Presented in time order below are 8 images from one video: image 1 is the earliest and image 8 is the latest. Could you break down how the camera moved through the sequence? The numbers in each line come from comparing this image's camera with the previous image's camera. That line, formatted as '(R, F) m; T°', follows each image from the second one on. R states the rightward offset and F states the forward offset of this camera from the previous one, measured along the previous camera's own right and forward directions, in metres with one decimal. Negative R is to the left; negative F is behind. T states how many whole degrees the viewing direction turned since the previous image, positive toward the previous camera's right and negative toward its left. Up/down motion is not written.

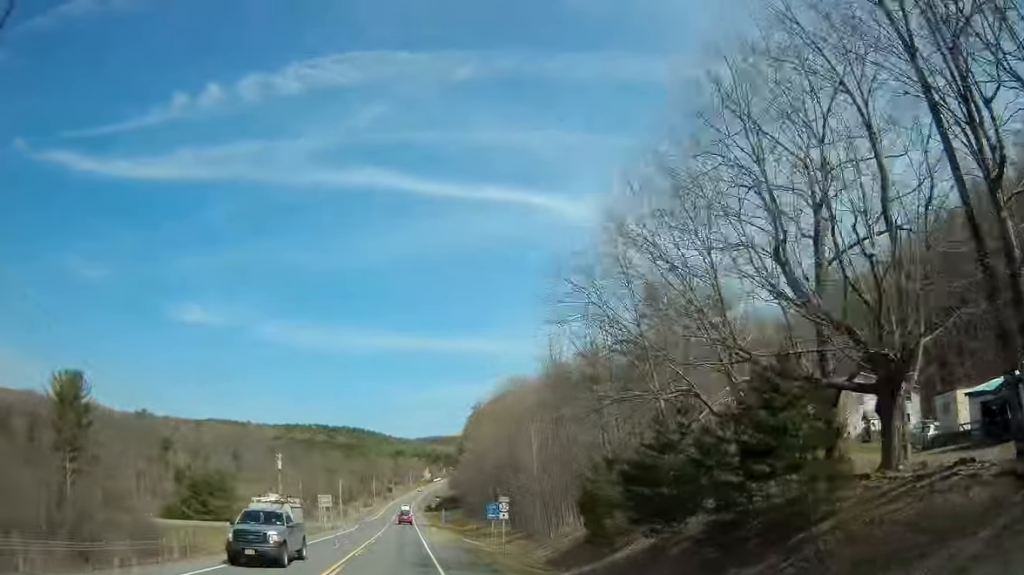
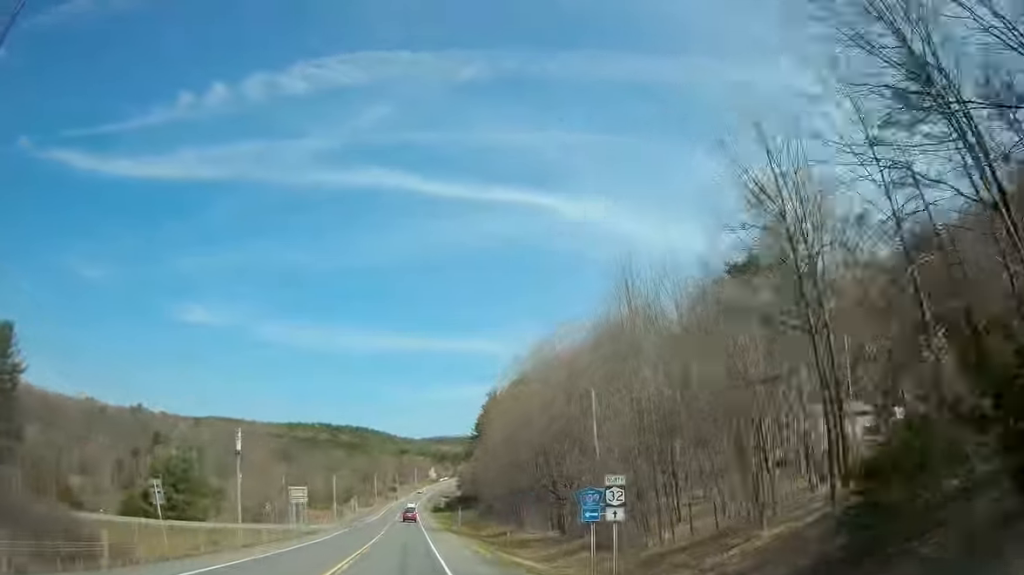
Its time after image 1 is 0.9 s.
(0.0, +20.0) m; 0°
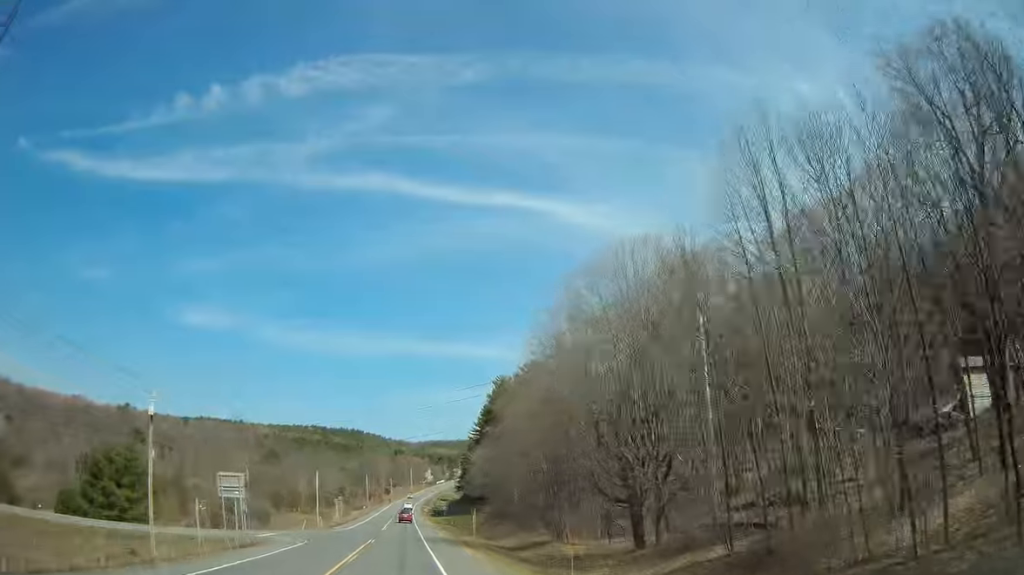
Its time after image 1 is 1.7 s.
(0.0, +18.6) m; 0°
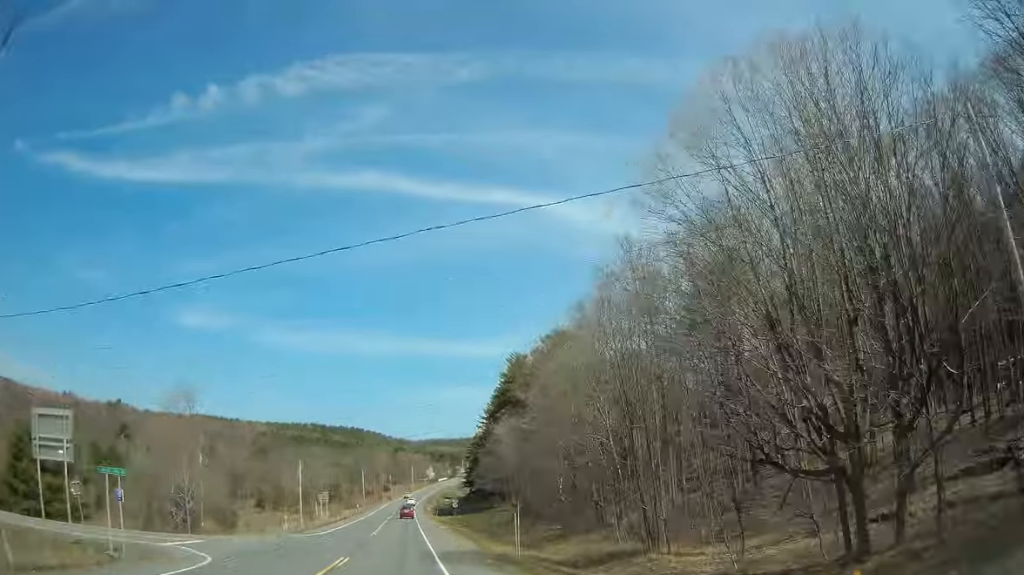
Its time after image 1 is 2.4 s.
(0.0, +18.0) m; 0°
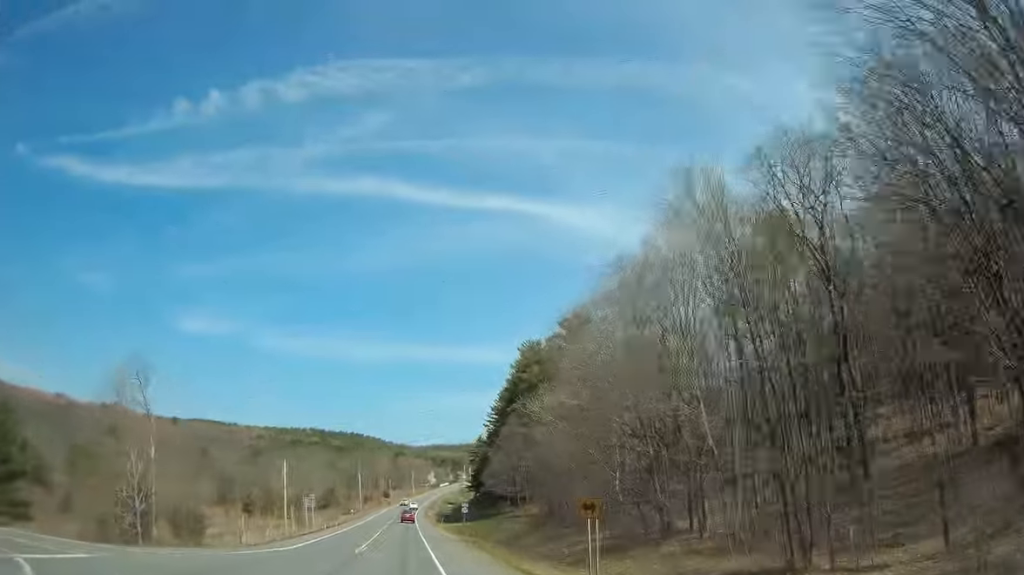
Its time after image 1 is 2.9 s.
(+0.1, +11.8) m; 0°
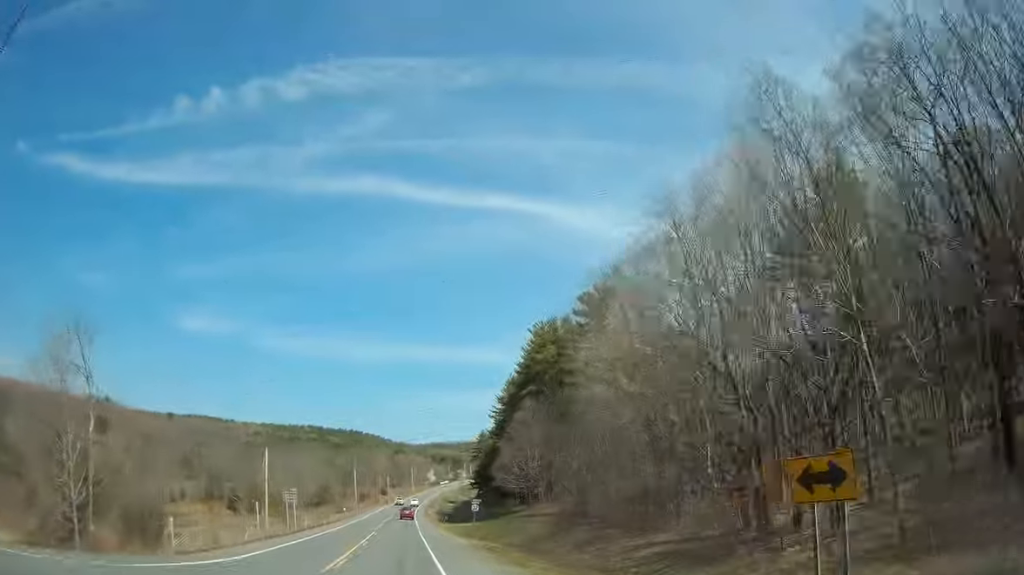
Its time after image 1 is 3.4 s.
(+0.1, +10.2) m; 0°
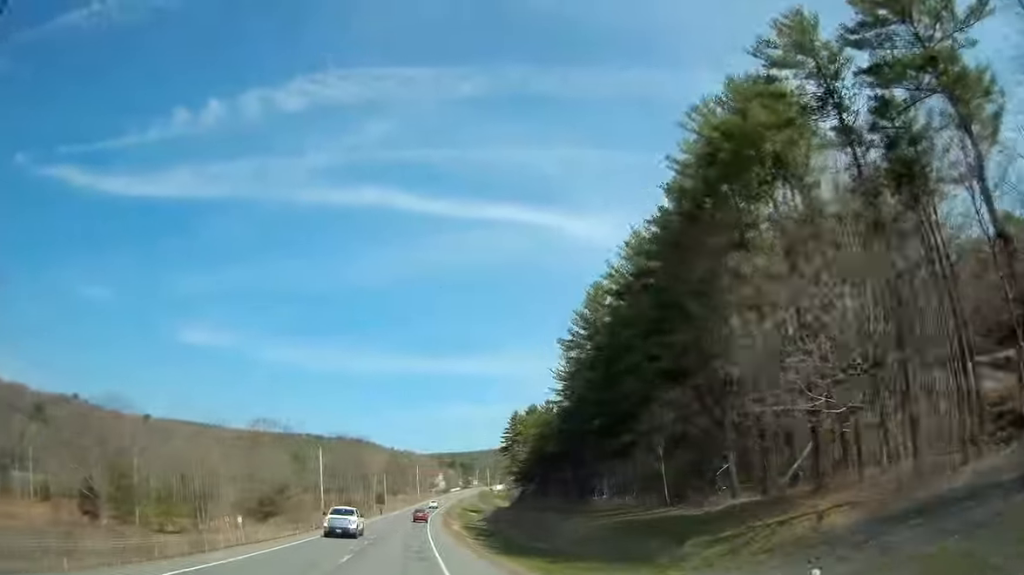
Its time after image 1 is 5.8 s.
(-0.2, +57.2) m; 0°
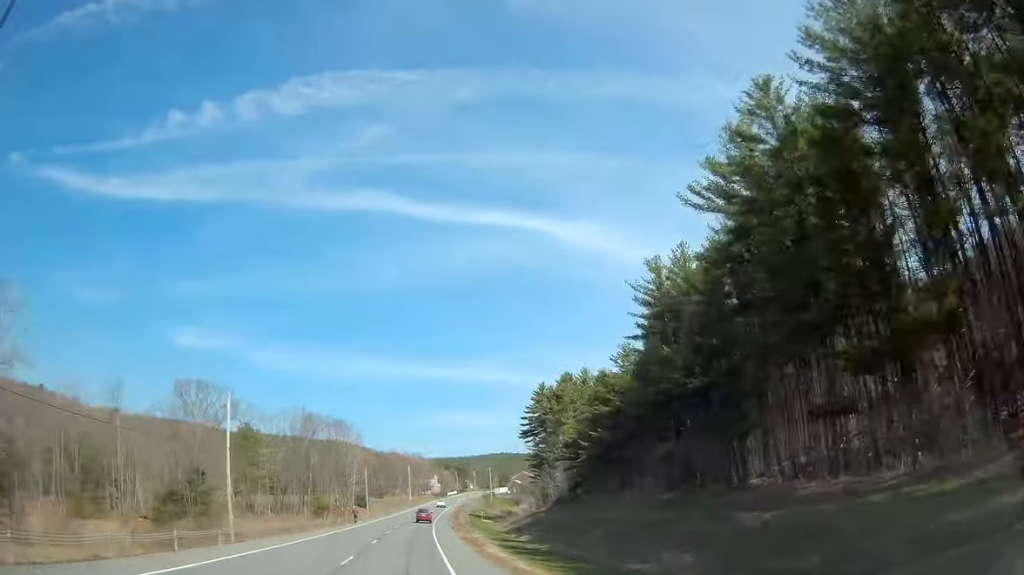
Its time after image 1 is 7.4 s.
(-0.1, +38.6) m; +1°
